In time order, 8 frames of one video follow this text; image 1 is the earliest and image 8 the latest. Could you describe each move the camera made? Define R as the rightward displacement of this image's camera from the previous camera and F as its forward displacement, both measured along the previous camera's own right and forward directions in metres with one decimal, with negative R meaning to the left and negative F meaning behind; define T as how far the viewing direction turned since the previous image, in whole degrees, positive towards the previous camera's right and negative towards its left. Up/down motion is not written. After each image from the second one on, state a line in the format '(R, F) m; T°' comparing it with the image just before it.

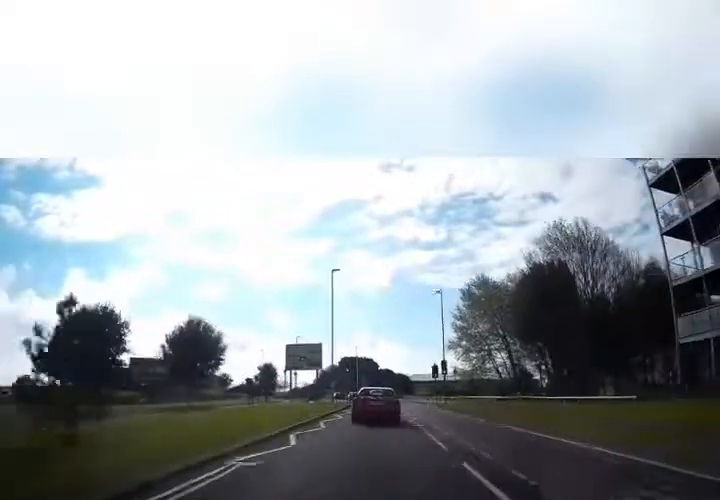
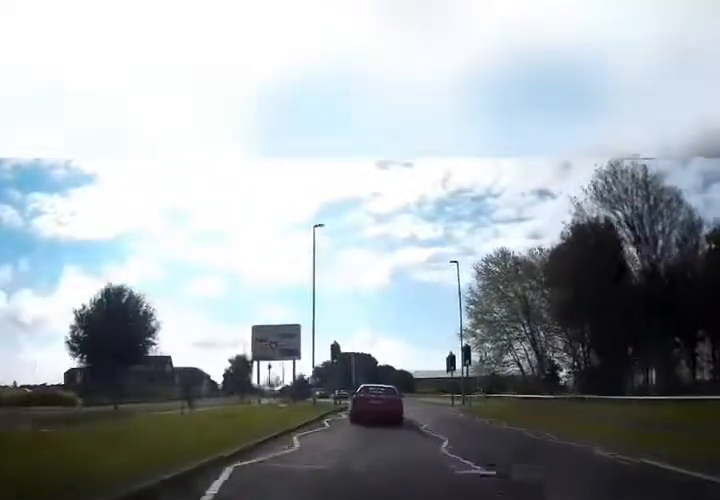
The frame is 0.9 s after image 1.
(+0.3, +9.3) m; 0°
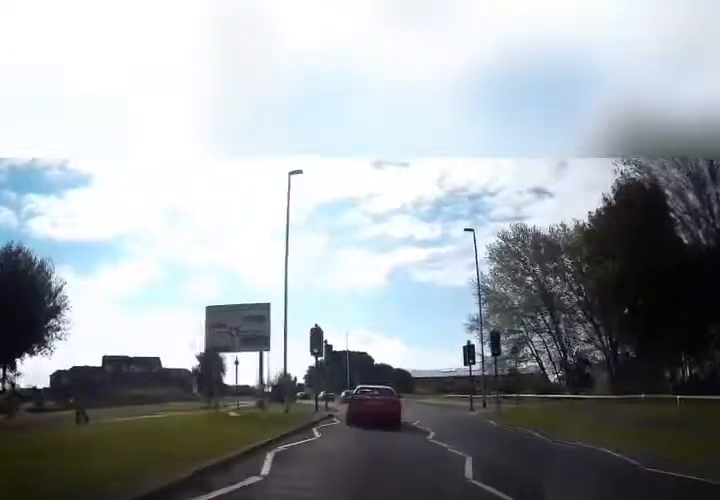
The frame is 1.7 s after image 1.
(-0.3, +7.1) m; -1°
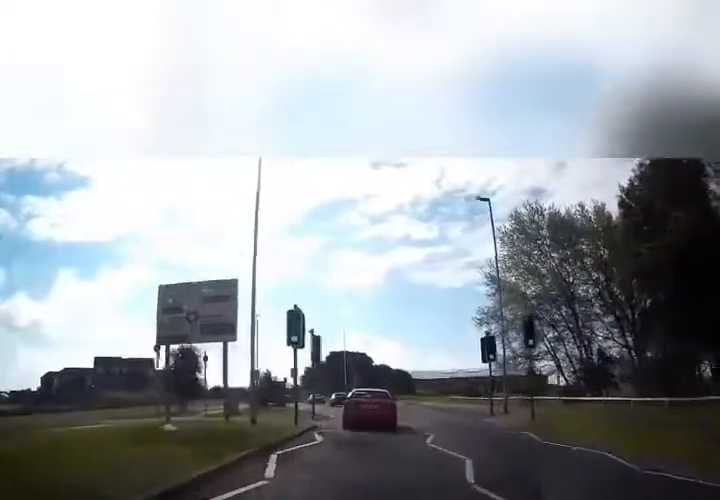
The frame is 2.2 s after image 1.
(+0.2, +4.5) m; +1°
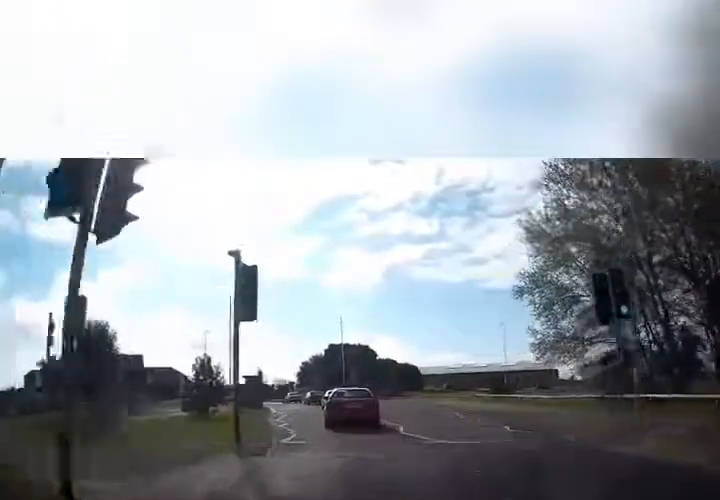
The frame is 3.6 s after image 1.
(+0.1, +10.7) m; +1°
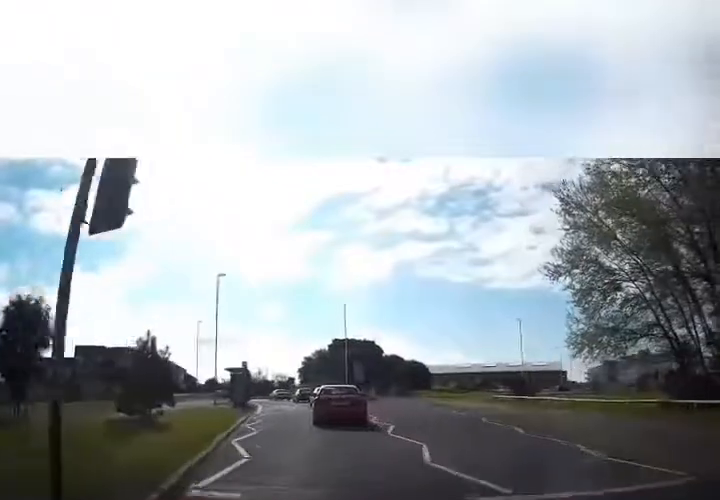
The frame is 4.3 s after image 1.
(0.0, +4.7) m; -3°
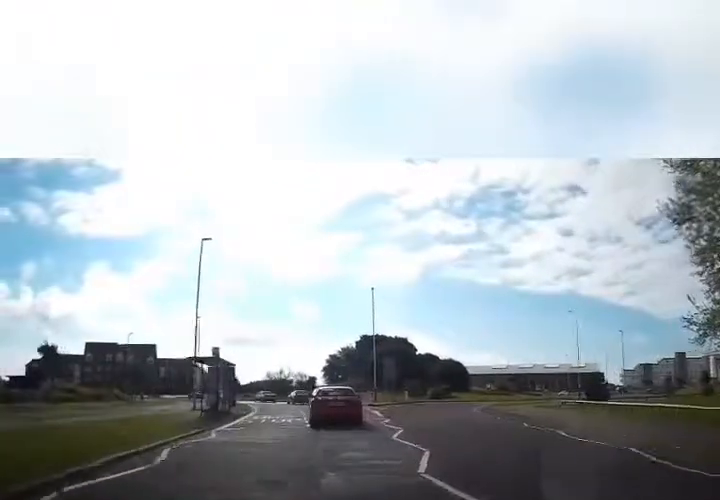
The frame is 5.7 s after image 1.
(-0.6, +8.9) m; -8°
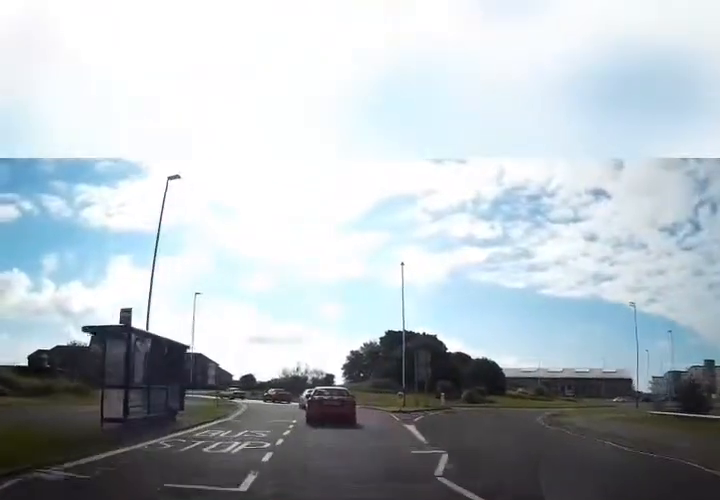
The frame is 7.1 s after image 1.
(-0.4, +8.5) m; -3°
